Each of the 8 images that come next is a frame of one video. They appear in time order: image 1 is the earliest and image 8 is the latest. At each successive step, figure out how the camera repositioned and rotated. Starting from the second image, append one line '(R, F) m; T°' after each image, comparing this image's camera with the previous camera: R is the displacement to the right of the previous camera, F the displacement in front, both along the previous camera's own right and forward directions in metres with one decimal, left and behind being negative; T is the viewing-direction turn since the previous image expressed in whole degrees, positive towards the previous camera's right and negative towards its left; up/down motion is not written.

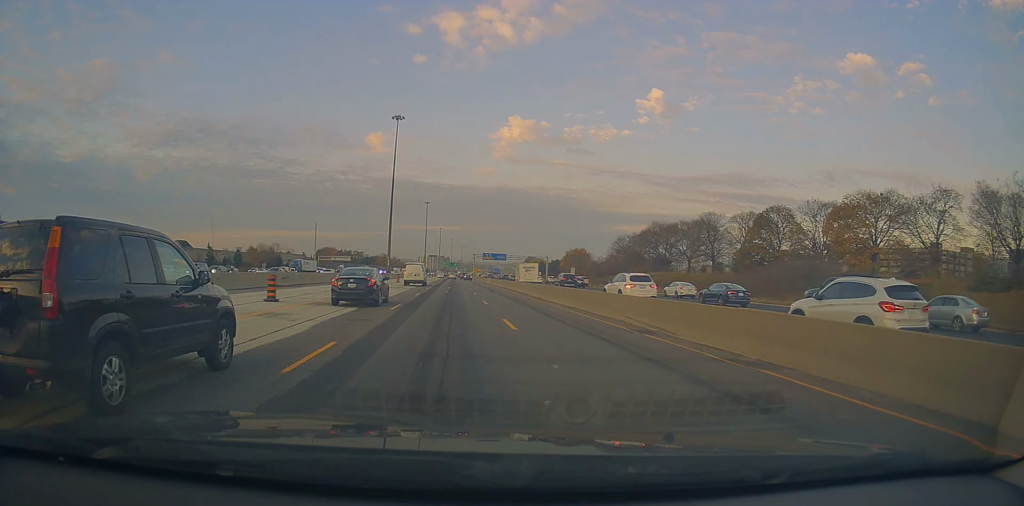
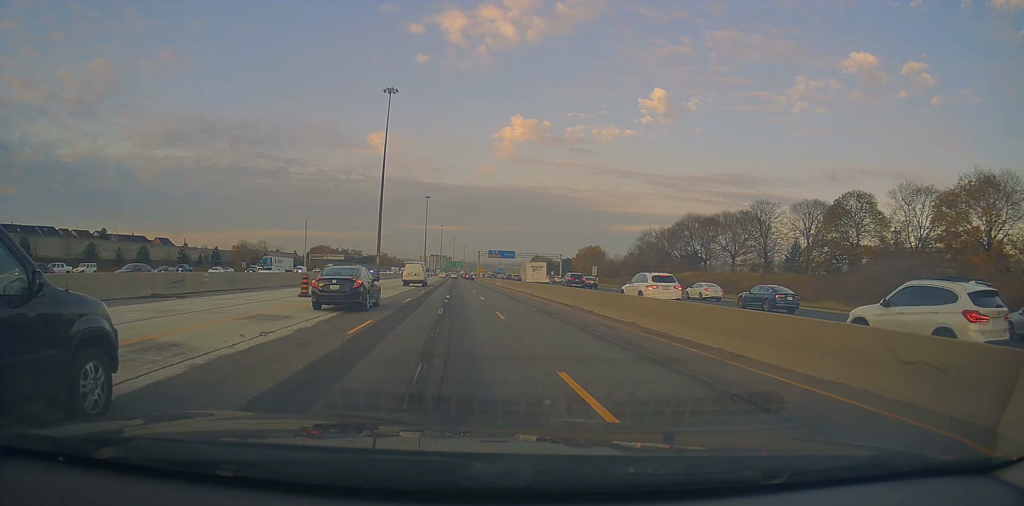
(-0.4, +20.0) m; -1°
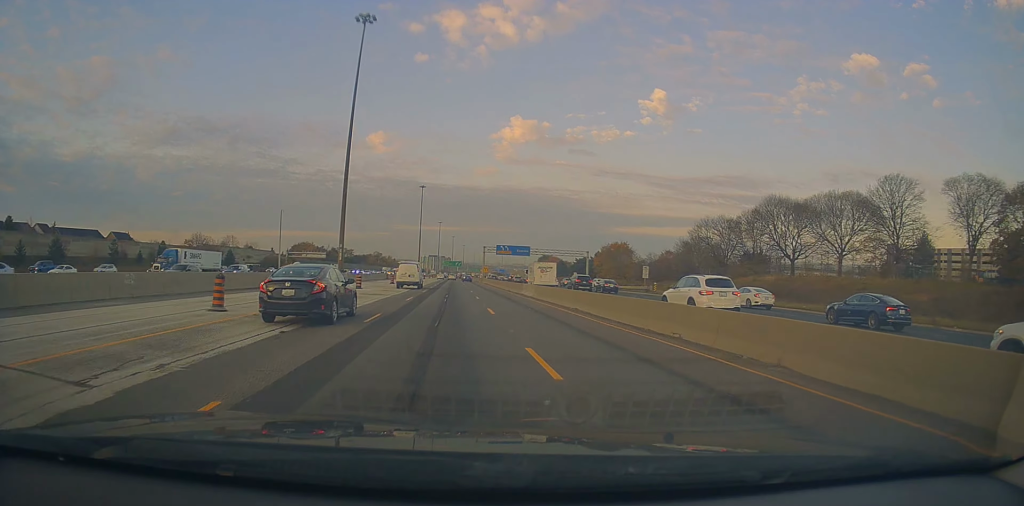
(-0.1, +33.4) m; 0°
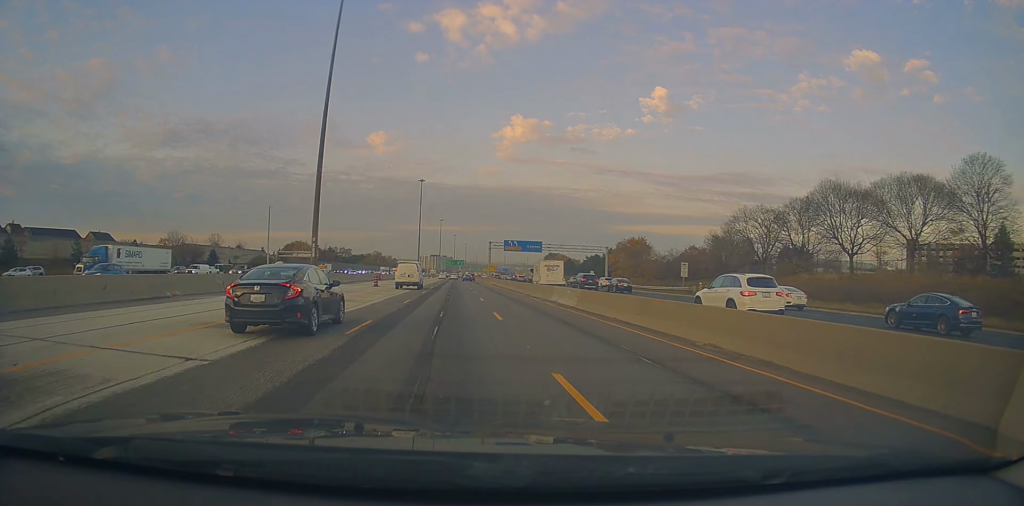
(0.0, +14.5) m; 0°
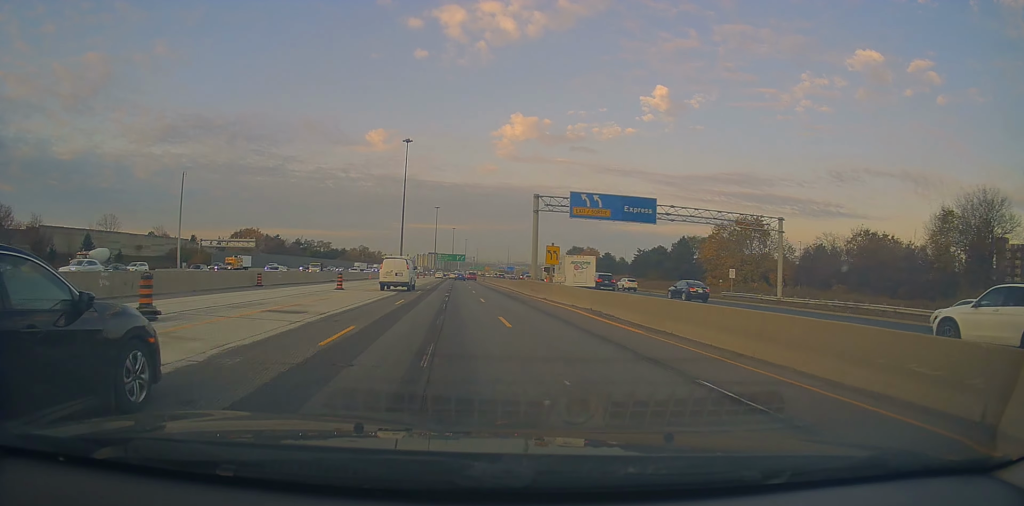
(-0.3, +62.0) m; 0°
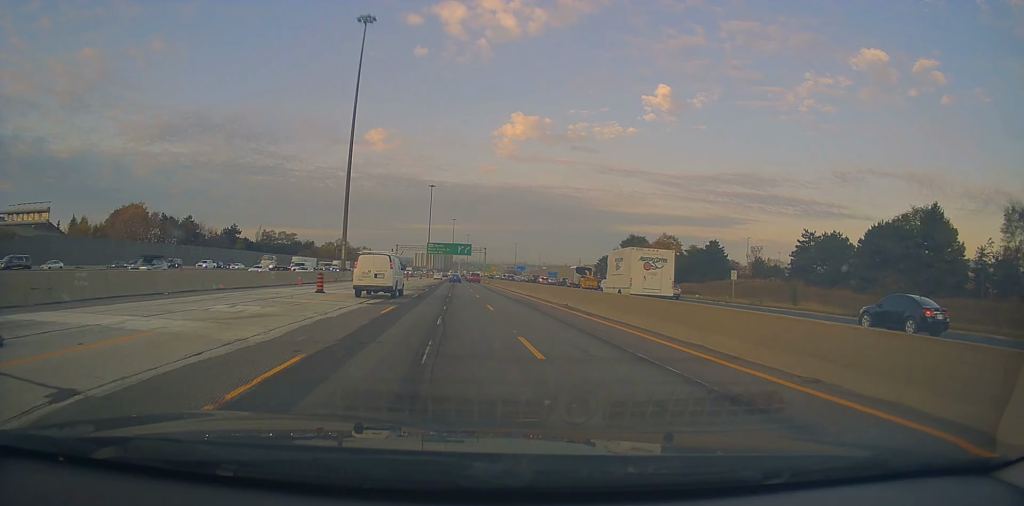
(+0.5, +76.1) m; 0°
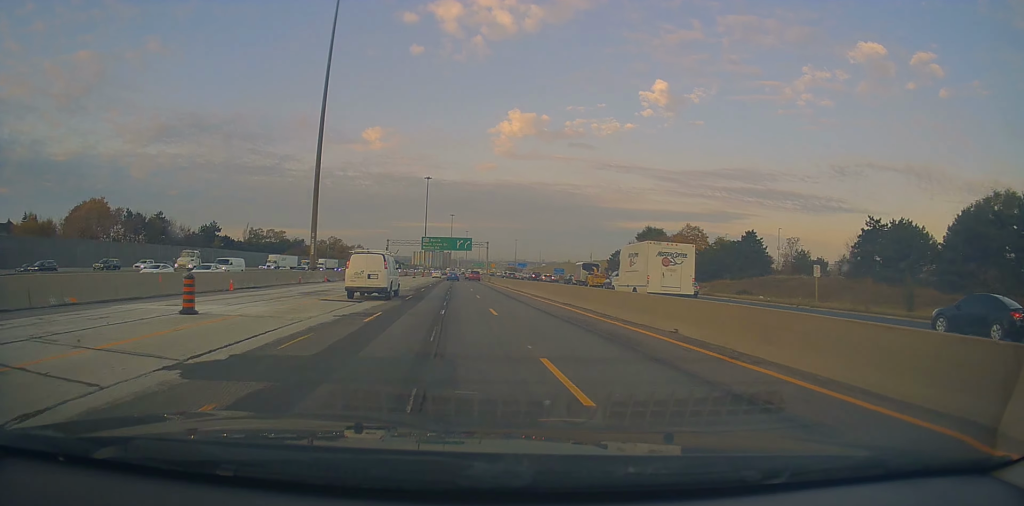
(-0.3, +15.1) m; 0°
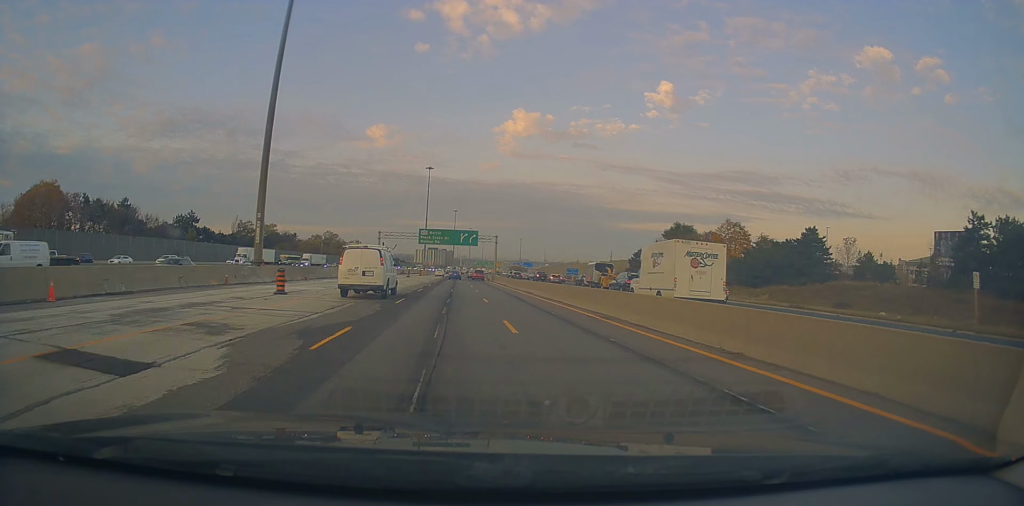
(+0.1, +17.2) m; 0°
